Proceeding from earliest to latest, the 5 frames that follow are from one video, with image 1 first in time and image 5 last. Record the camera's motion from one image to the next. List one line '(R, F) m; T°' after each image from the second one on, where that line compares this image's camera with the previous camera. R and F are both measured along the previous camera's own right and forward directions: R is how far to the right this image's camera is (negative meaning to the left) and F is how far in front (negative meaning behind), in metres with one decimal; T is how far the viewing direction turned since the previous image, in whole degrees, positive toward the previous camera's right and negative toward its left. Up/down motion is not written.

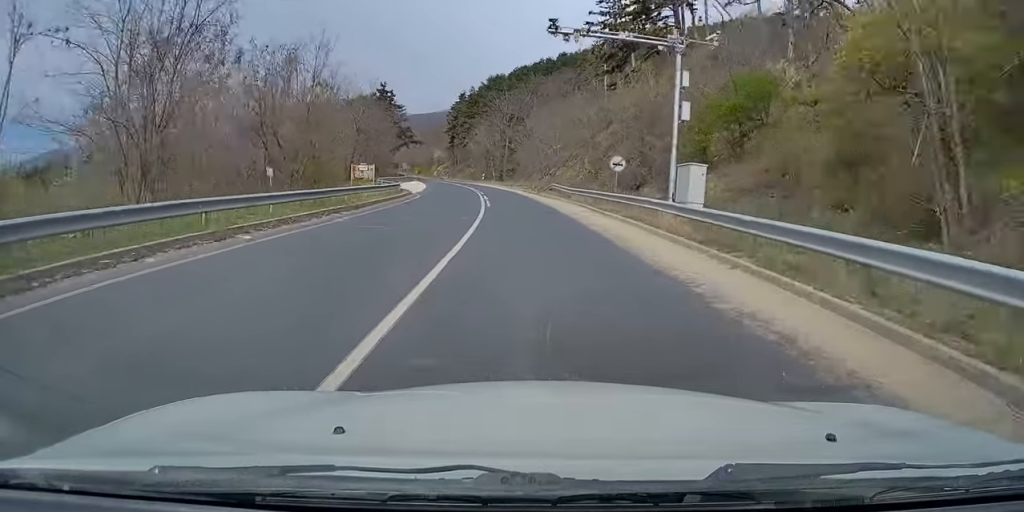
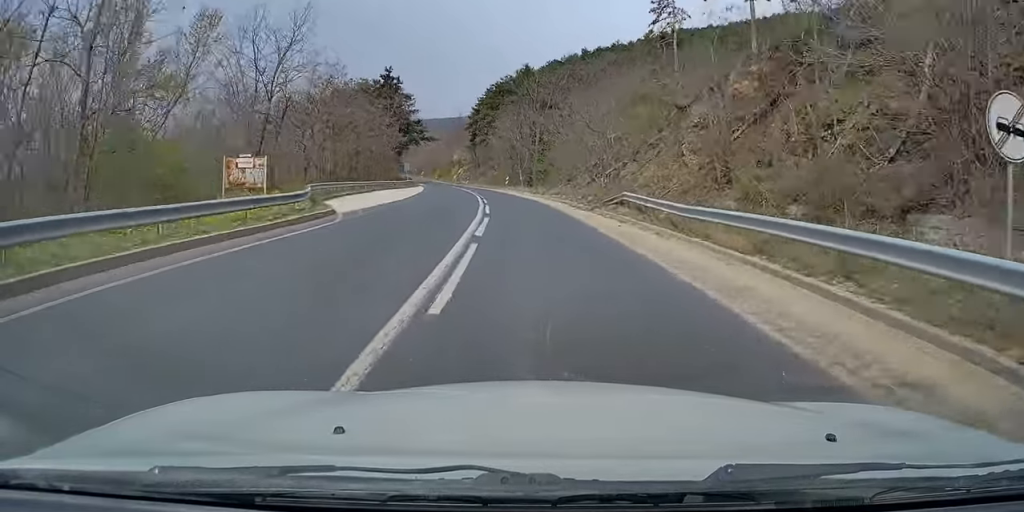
(-0.9, +22.5) m; -4°
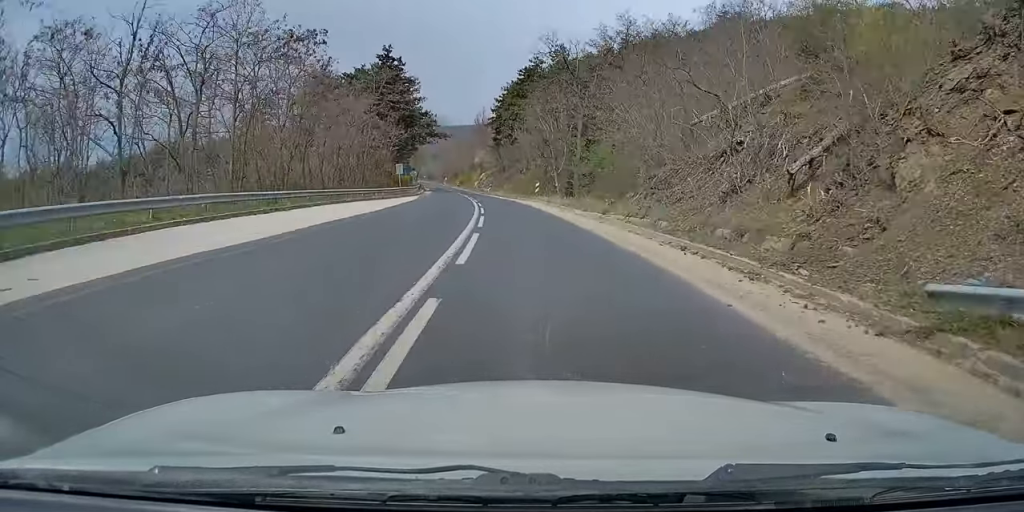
(-0.3, +22.4) m; -1°
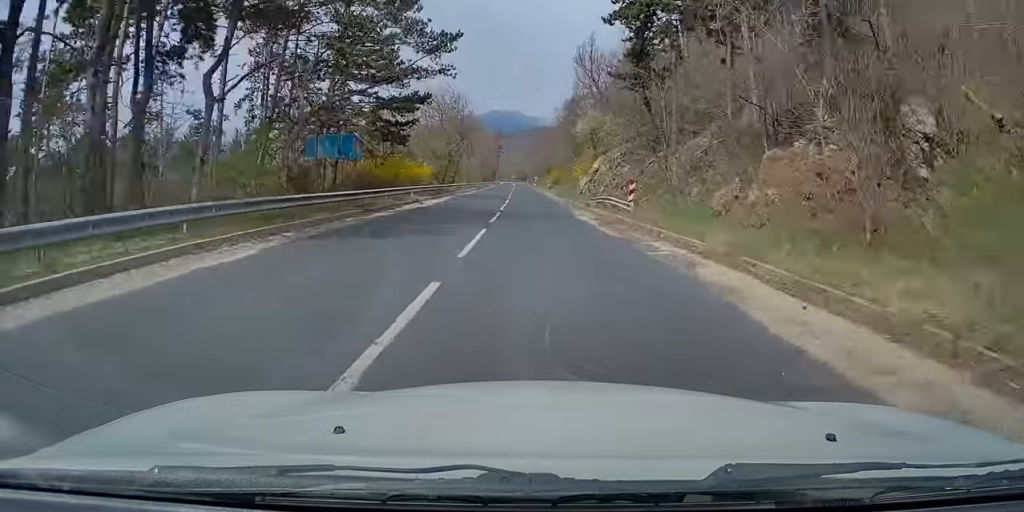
(-5.5, +70.4) m; -8°
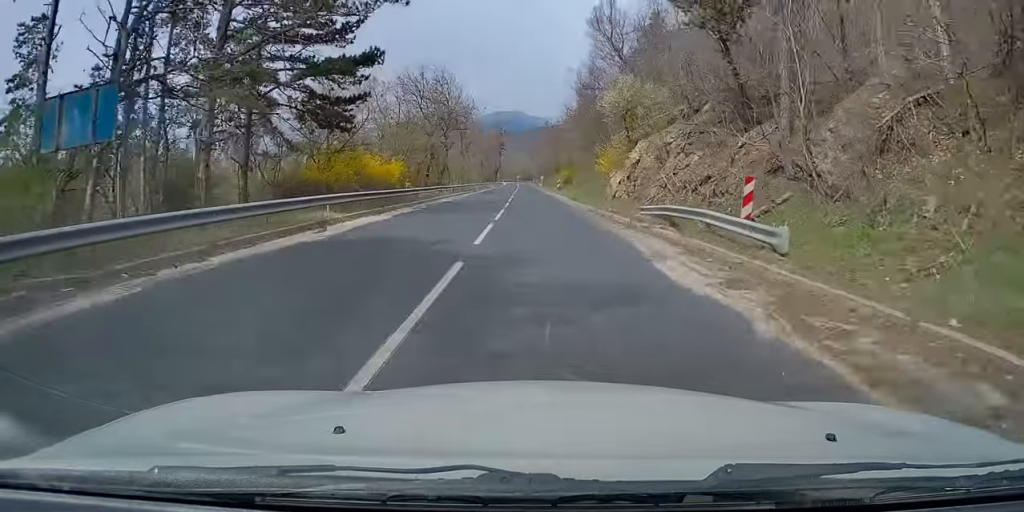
(0.0, +15.4) m; 0°
